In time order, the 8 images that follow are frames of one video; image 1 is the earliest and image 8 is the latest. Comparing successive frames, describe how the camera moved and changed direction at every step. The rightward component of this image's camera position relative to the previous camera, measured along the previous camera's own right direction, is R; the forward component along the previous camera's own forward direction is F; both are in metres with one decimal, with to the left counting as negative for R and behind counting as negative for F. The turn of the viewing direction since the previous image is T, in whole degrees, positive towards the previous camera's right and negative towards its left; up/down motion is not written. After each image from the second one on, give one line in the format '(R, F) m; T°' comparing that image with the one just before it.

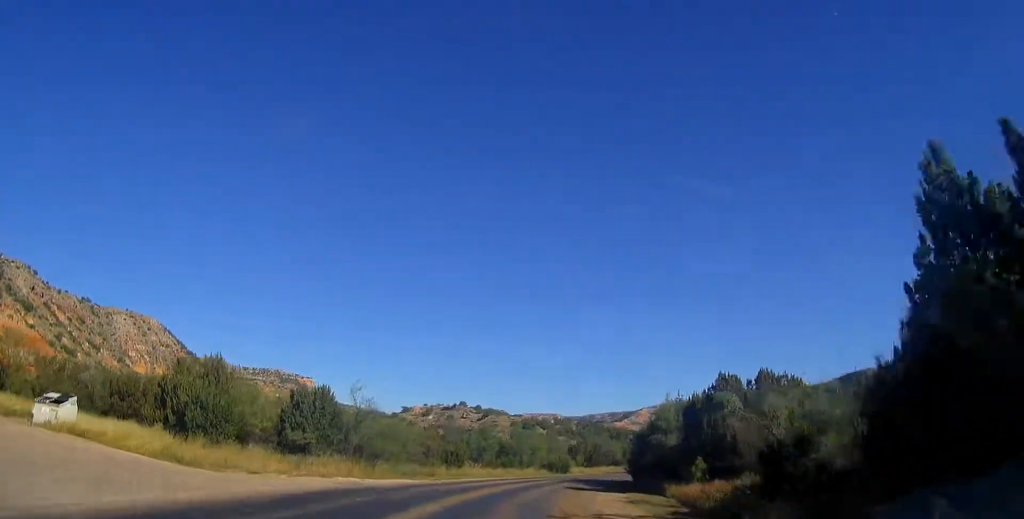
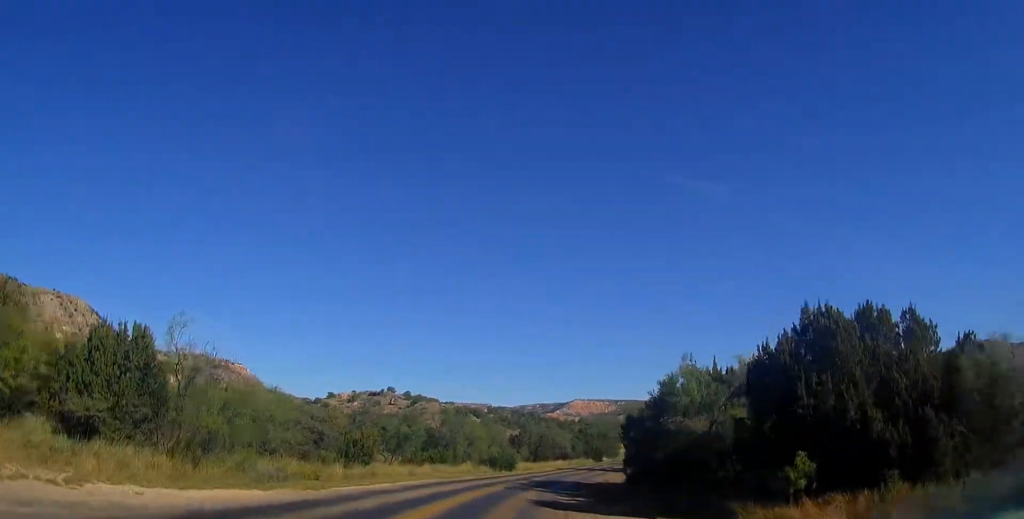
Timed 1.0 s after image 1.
(+1.3, +13.5) m; +8°
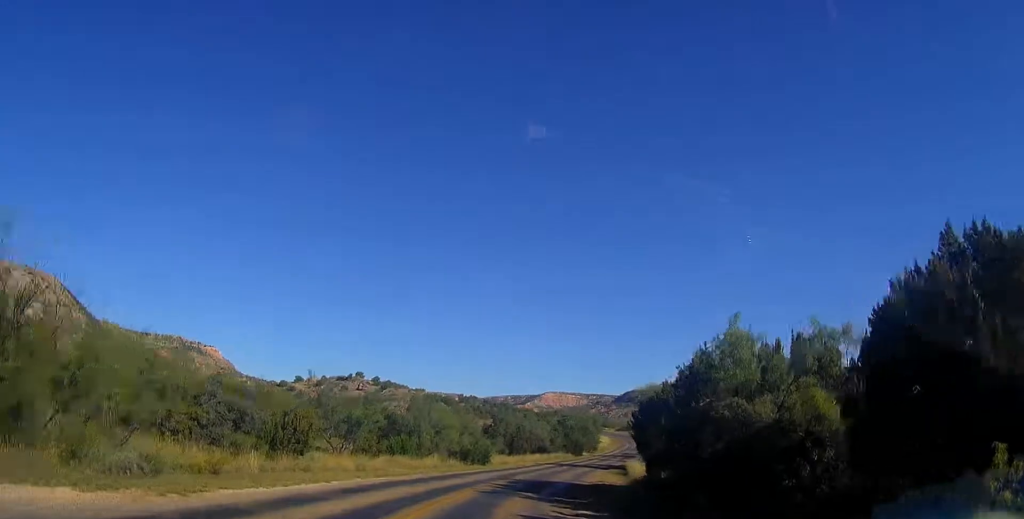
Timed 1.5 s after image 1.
(+0.2, +7.1) m; +3°
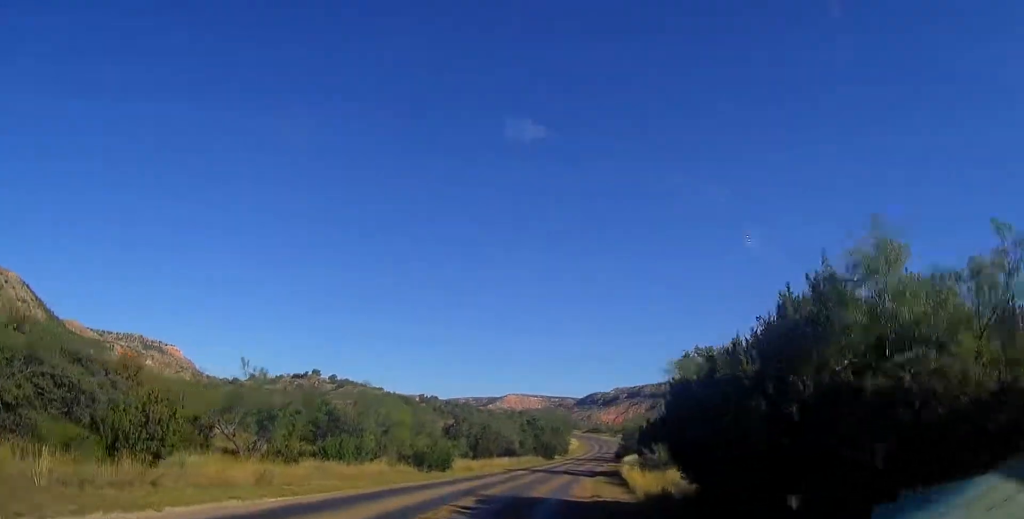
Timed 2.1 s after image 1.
(+0.3, +7.6) m; +4°
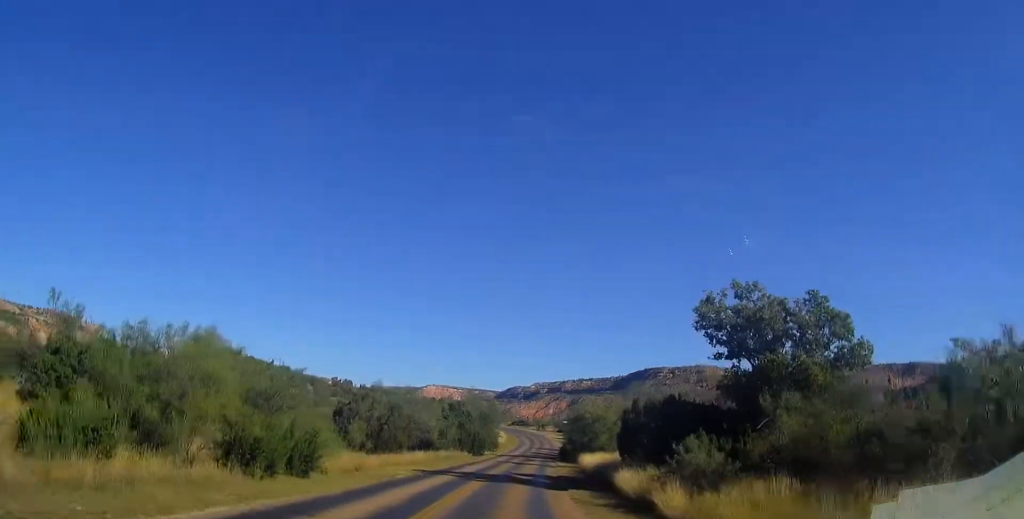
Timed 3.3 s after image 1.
(+1.1, +16.4) m; +8°
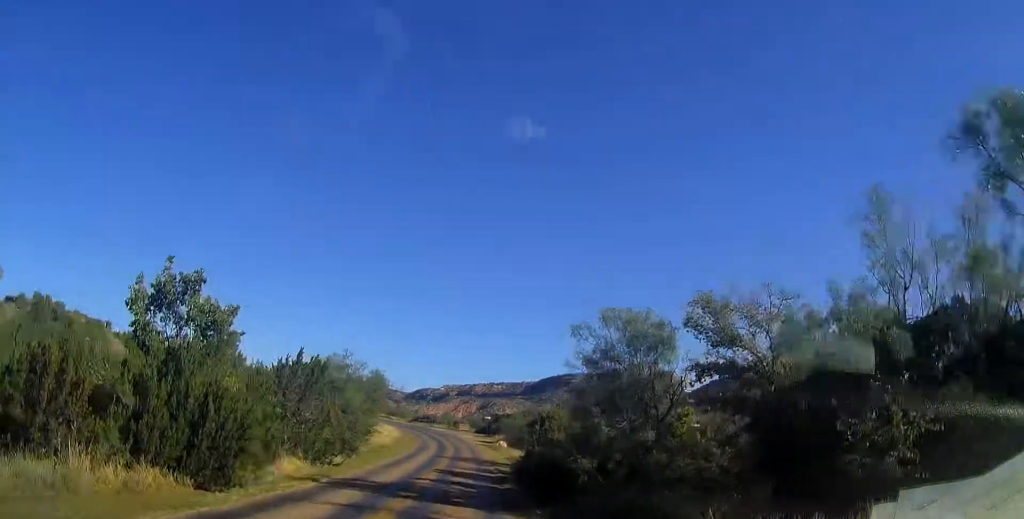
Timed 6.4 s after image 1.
(+3.7, +42.2) m; +6°
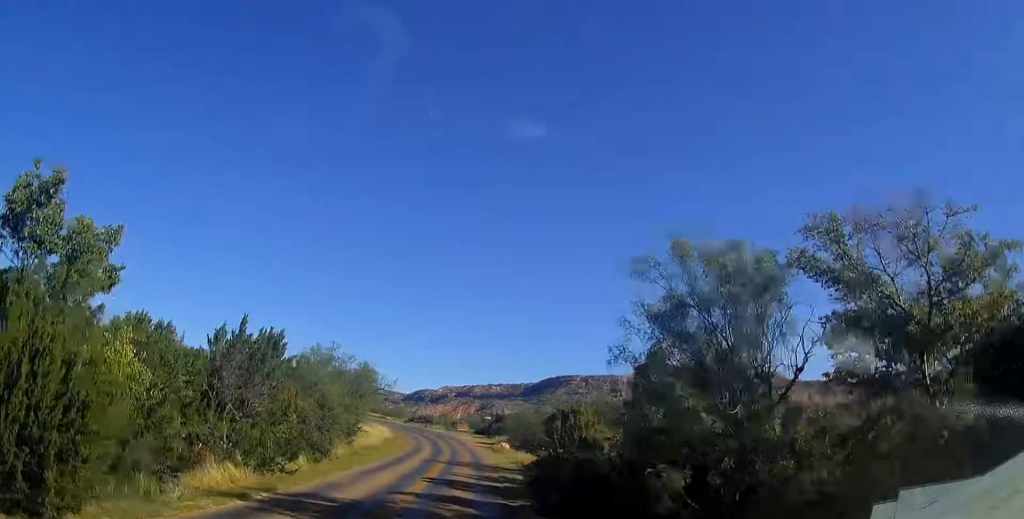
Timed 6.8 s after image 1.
(0.0, +6.5) m; 0°
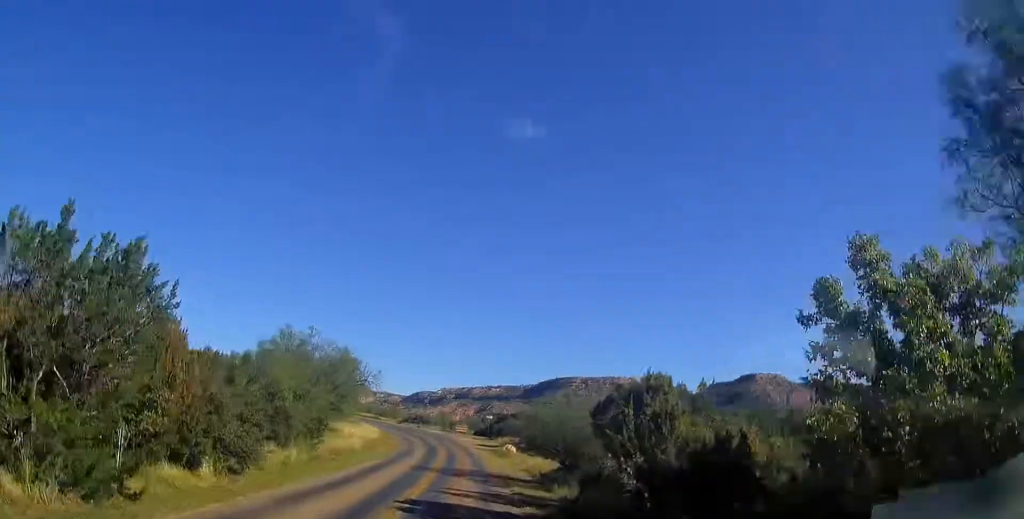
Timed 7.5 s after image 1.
(+0.1, +8.7) m; +2°
